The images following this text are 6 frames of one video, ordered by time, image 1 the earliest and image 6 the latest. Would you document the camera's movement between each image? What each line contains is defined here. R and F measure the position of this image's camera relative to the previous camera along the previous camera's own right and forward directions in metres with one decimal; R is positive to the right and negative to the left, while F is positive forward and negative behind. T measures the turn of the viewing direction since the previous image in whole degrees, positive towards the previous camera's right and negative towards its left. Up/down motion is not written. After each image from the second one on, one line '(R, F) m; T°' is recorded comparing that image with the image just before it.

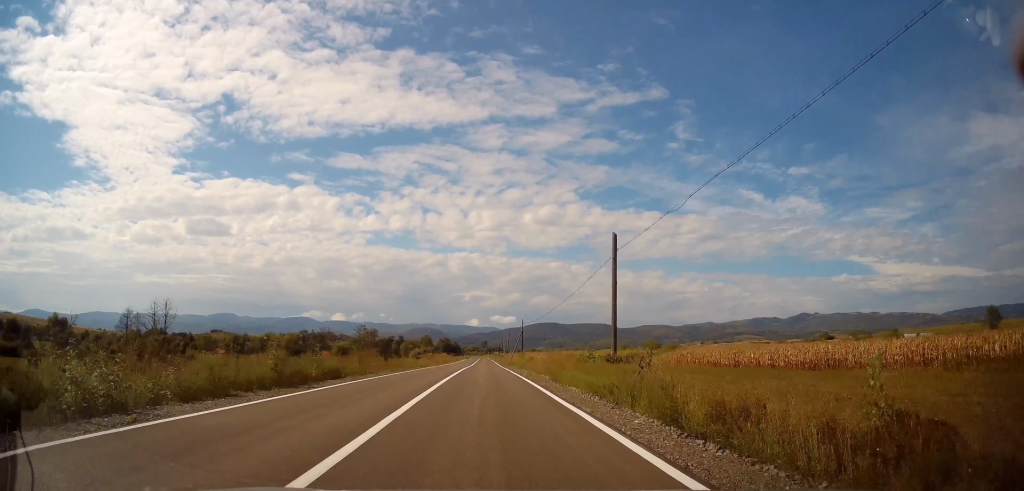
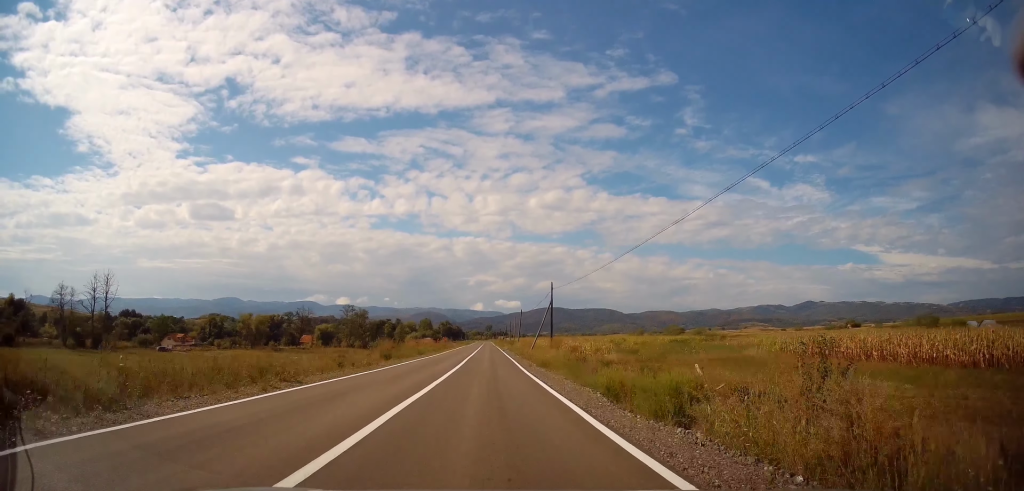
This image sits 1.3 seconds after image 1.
(-0.2, +32.0) m; 0°
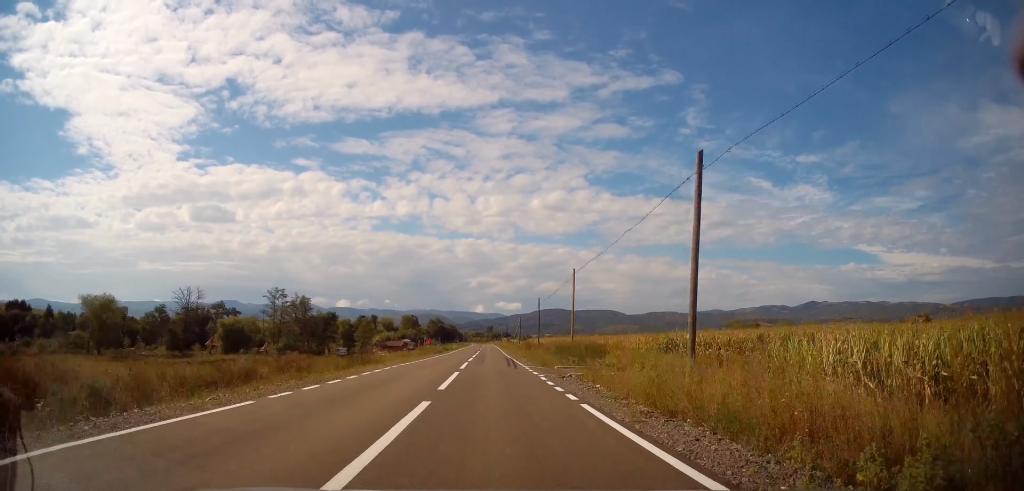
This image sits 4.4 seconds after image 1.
(-0.1, +80.0) m; 0°
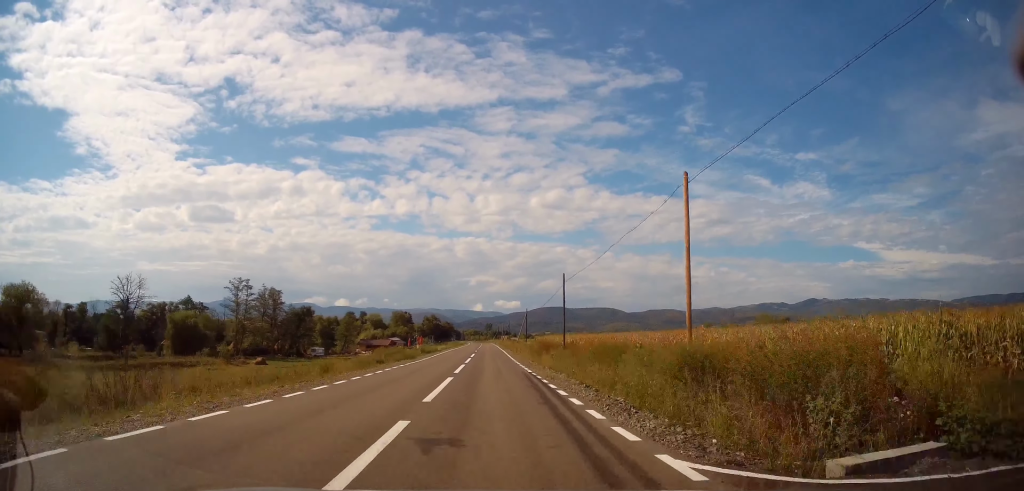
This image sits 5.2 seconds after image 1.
(+0.1, +22.8) m; 0°
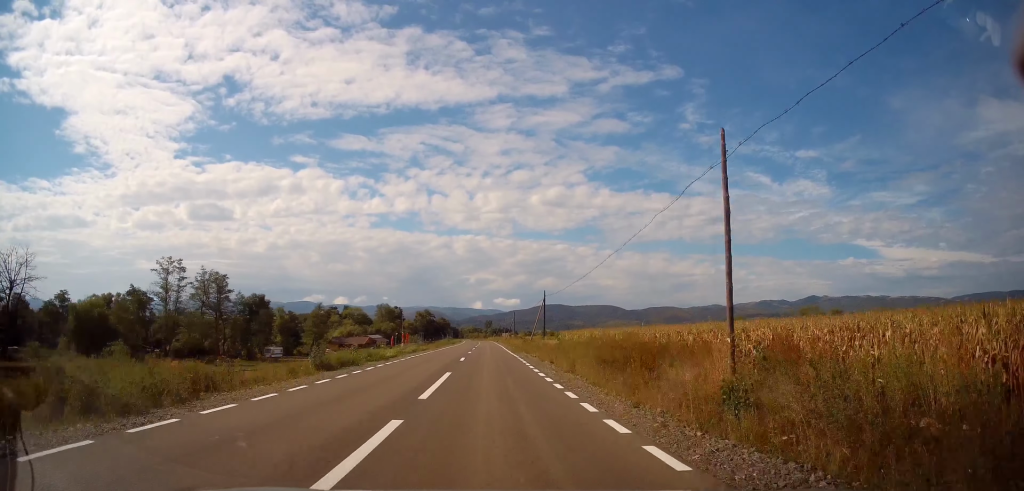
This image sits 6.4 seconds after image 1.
(-0.1, +30.7) m; 0°
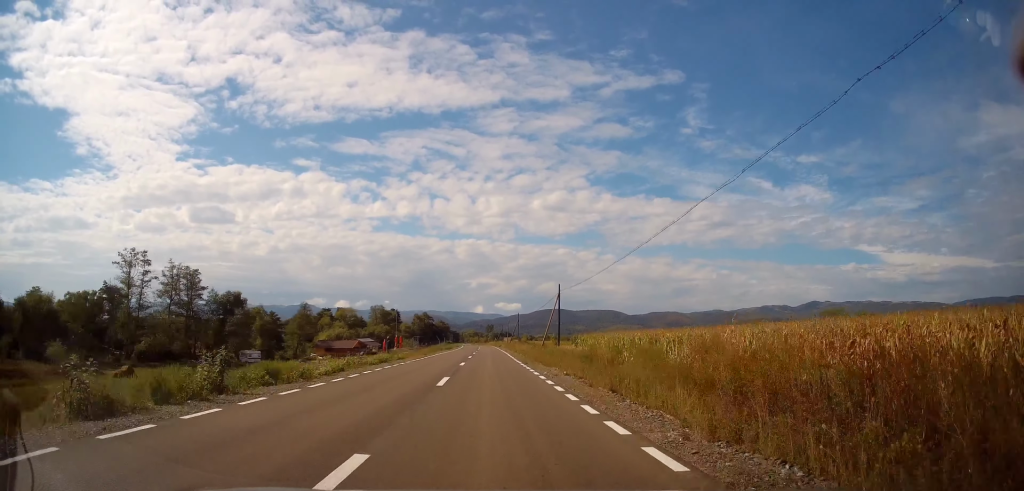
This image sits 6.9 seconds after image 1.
(0.0, +12.2) m; 0°
